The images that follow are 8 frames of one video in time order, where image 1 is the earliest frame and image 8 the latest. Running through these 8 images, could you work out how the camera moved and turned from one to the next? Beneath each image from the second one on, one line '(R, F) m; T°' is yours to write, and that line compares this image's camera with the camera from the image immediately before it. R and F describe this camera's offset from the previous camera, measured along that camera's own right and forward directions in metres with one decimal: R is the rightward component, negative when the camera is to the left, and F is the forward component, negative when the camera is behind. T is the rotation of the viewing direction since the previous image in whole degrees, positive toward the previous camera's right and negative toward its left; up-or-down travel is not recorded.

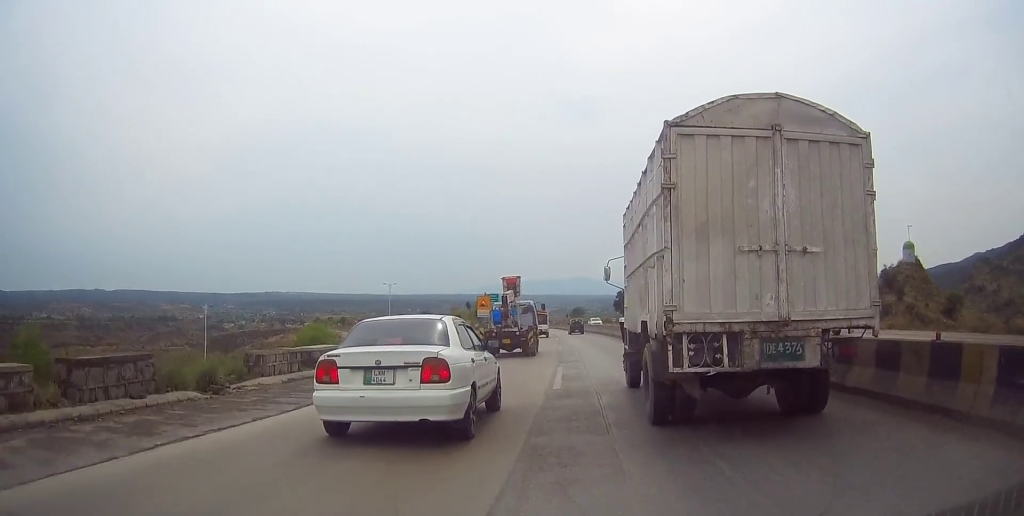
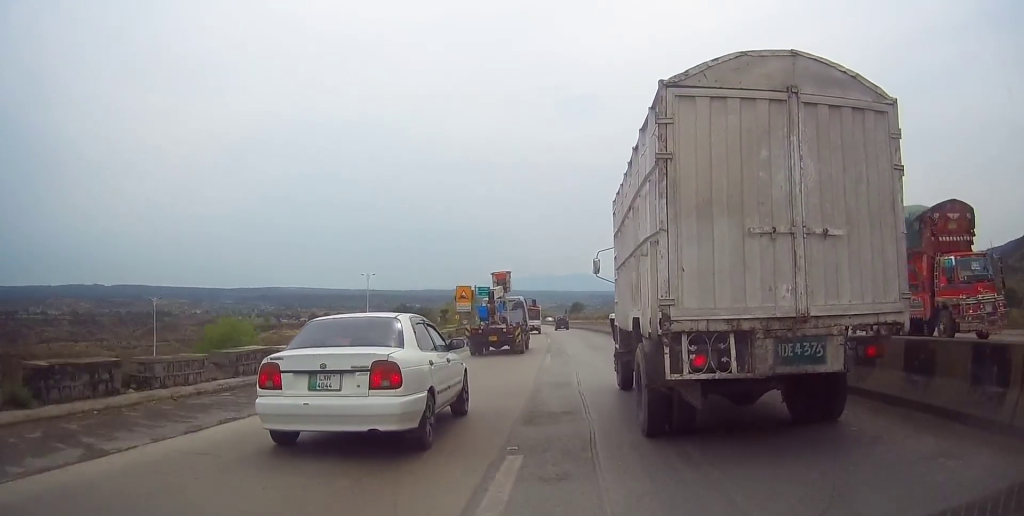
(0.0, +13.1) m; 0°
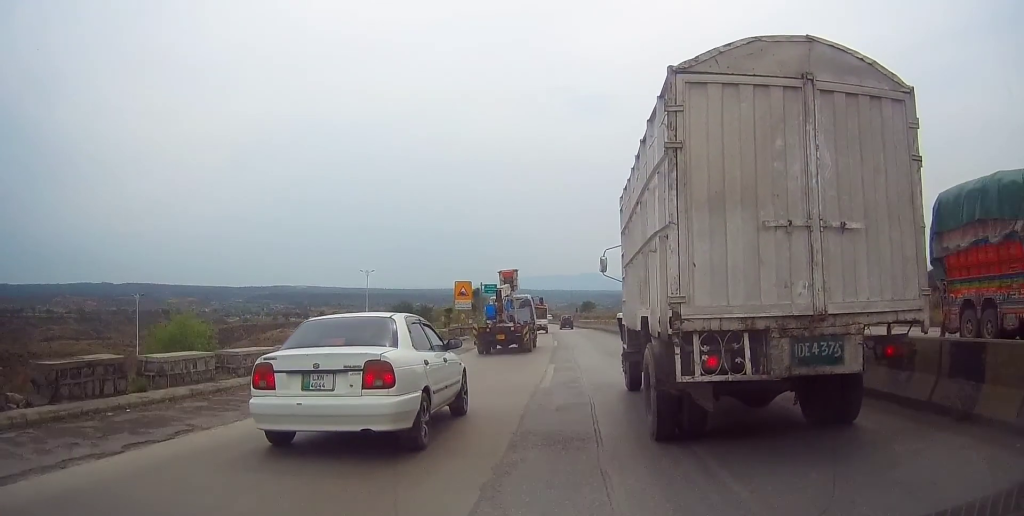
(0.0, +6.1) m; -1°
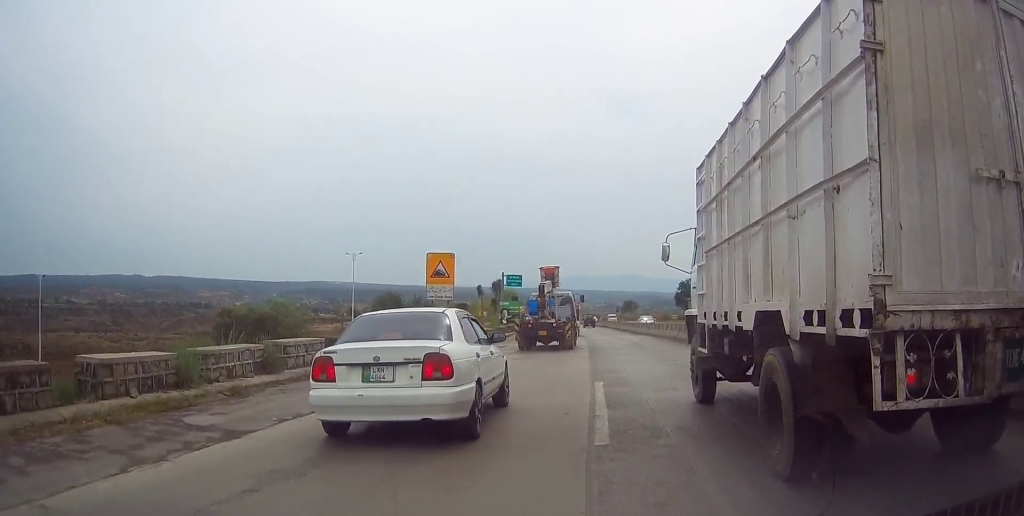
(-1.3, +23.7) m; -2°
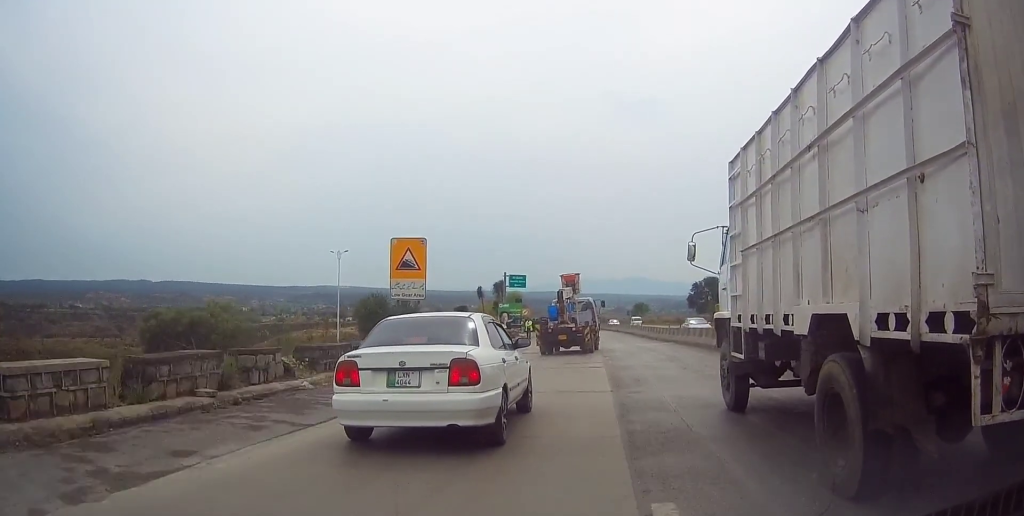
(+0.4, +8.3) m; 0°
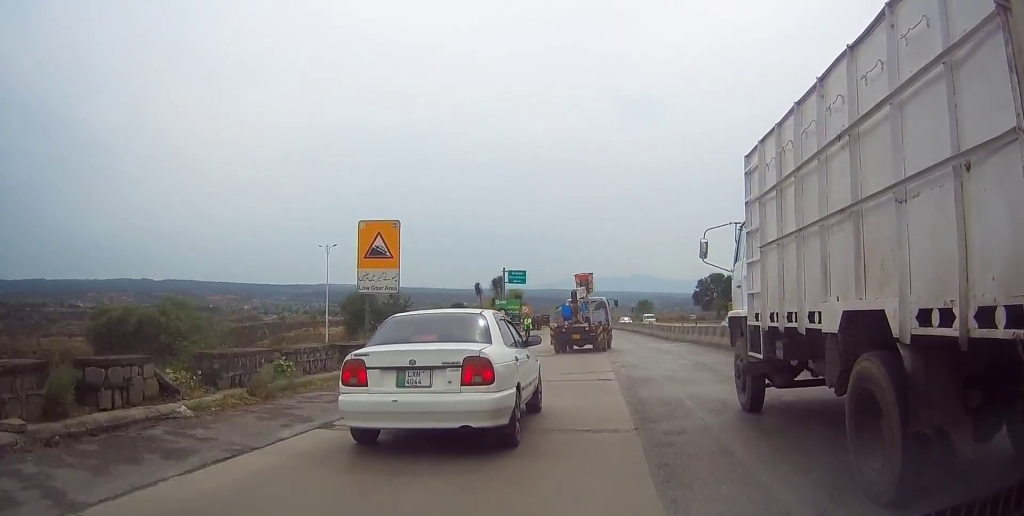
(-0.1, +4.2) m; 0°
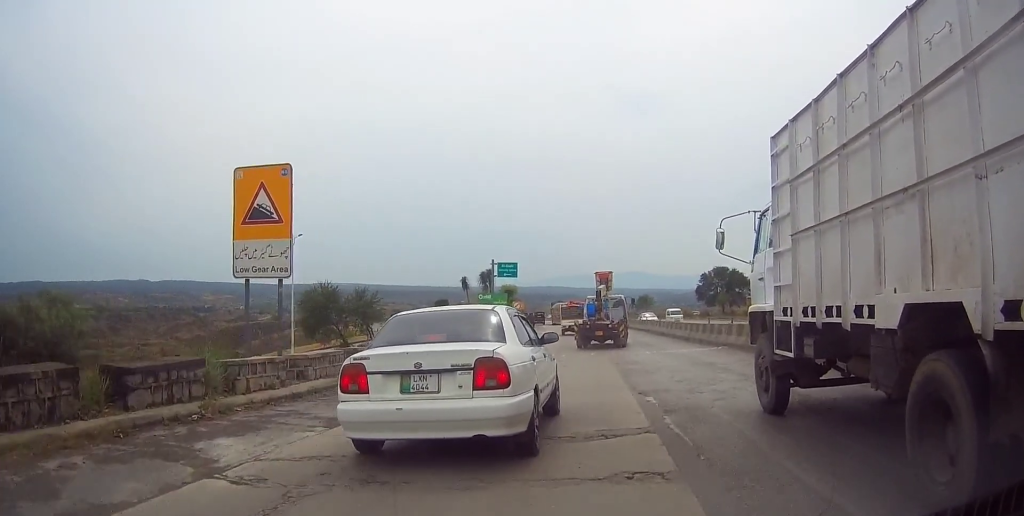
(-0.2, +8.2) m; 0°
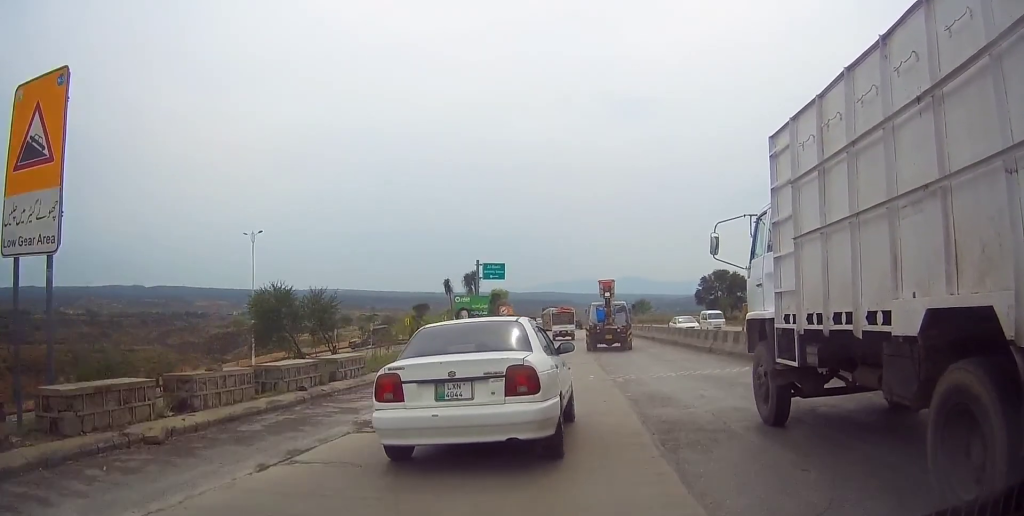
(+0.2, +7.1) m; -1°
